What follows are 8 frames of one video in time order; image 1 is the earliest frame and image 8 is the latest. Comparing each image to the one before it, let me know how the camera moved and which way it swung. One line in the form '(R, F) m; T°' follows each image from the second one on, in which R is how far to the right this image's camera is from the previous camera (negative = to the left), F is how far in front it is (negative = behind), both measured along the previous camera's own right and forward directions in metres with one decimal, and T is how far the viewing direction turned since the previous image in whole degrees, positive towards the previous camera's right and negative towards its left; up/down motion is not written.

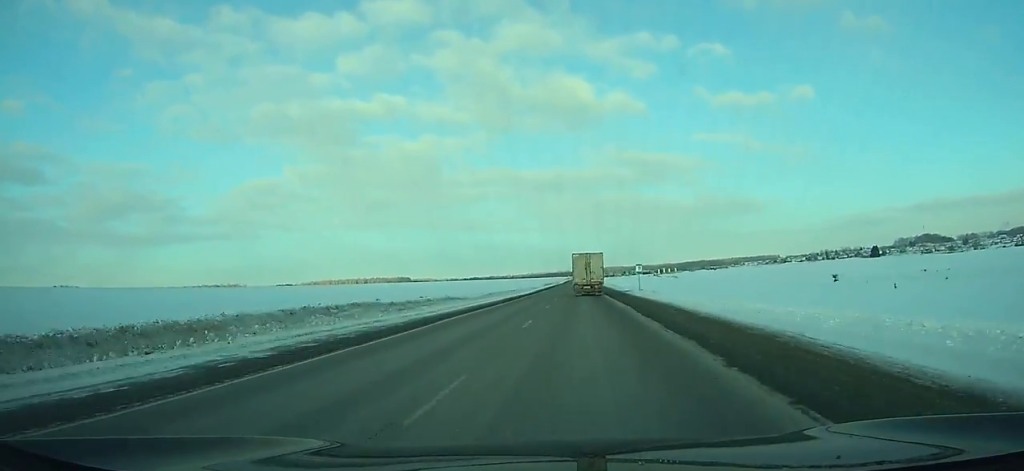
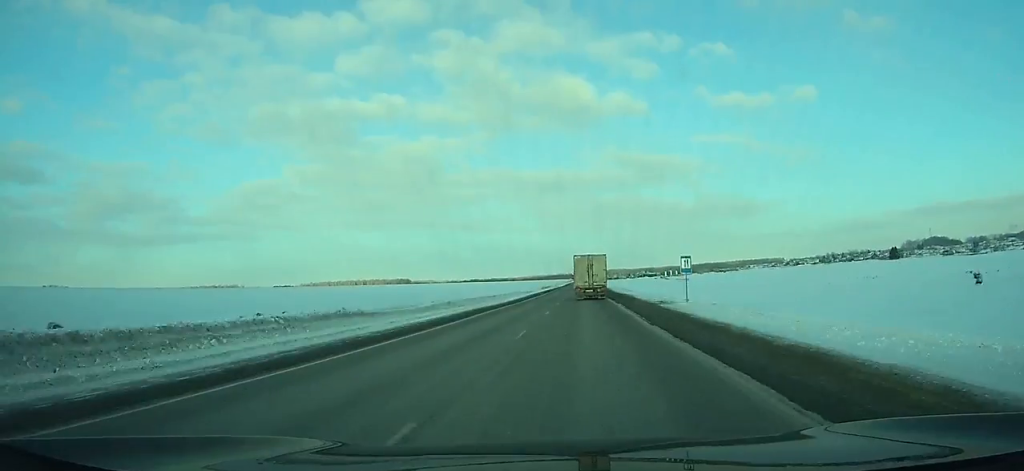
(-0.1, +26.5) m; 0°
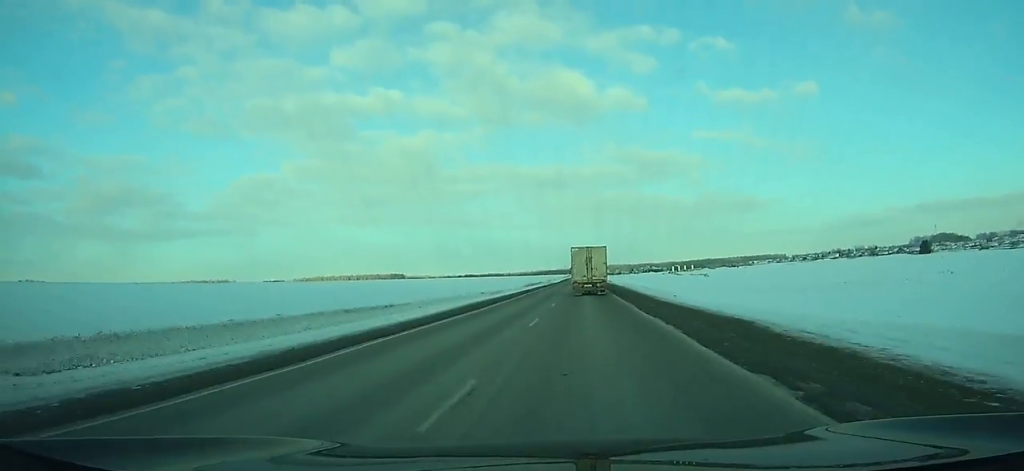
(+0.4, +47.0) m; +1°
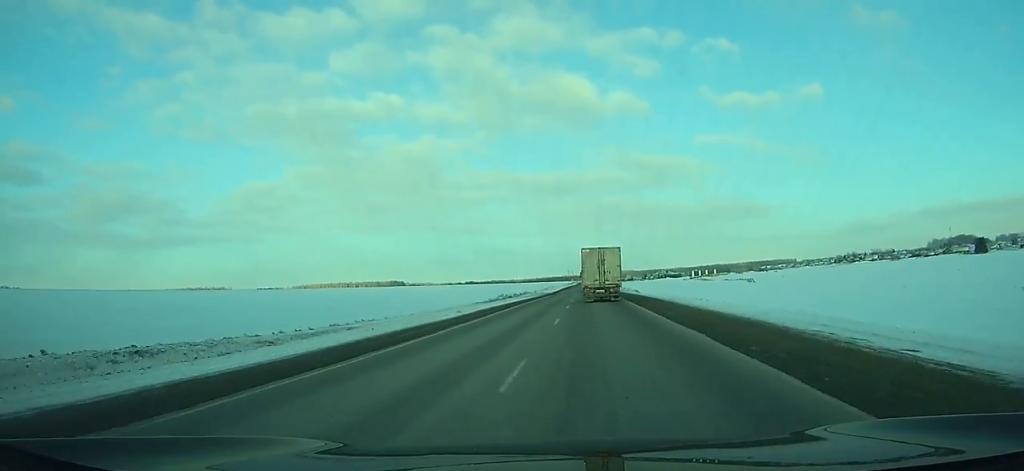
(+0.6, +61.6) m; +1°
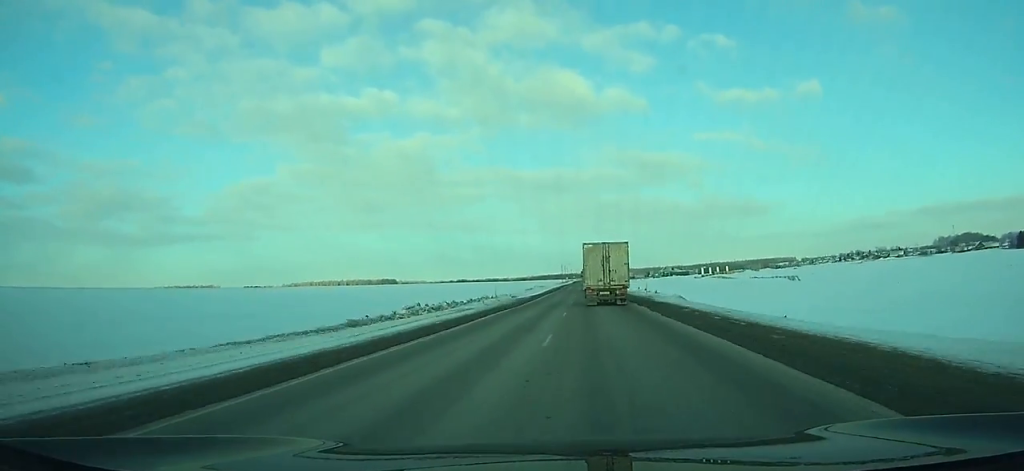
(+0.4, +44.3) m; 0°
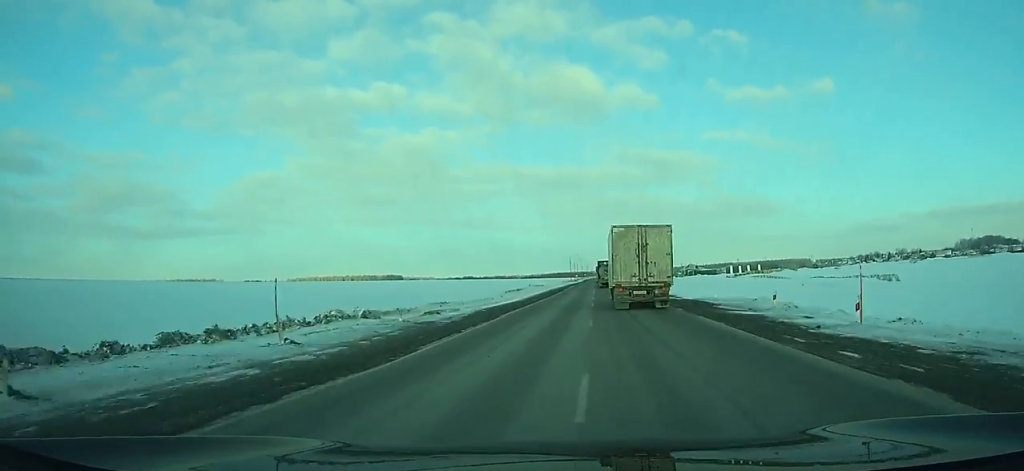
(-0.4, +46.1) m; -1°
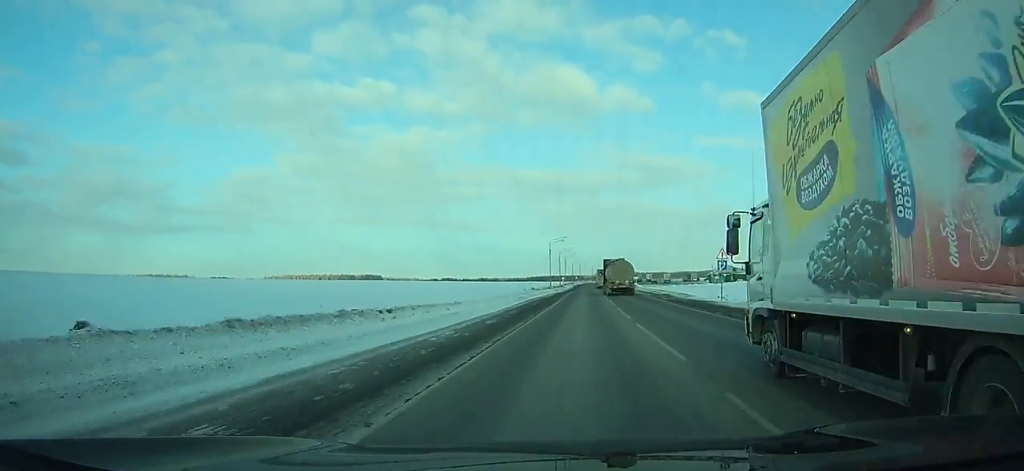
(-1.0, +93.1) m; 0°
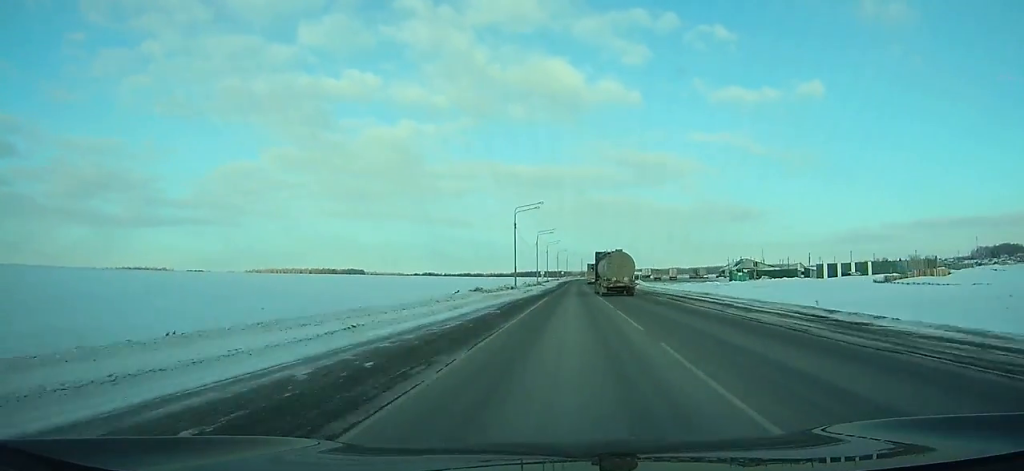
(+0.4, +40.7) m; +1°
